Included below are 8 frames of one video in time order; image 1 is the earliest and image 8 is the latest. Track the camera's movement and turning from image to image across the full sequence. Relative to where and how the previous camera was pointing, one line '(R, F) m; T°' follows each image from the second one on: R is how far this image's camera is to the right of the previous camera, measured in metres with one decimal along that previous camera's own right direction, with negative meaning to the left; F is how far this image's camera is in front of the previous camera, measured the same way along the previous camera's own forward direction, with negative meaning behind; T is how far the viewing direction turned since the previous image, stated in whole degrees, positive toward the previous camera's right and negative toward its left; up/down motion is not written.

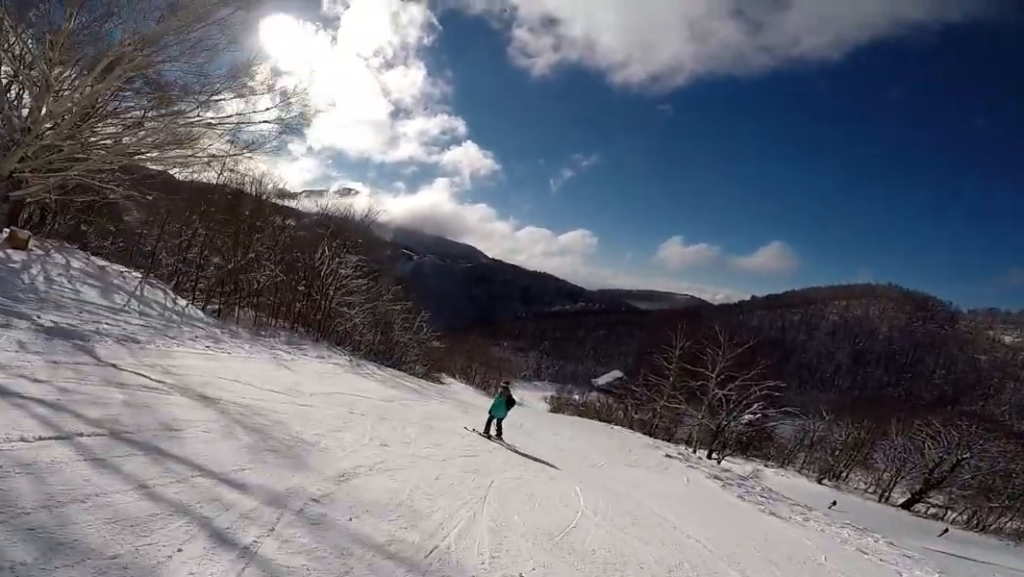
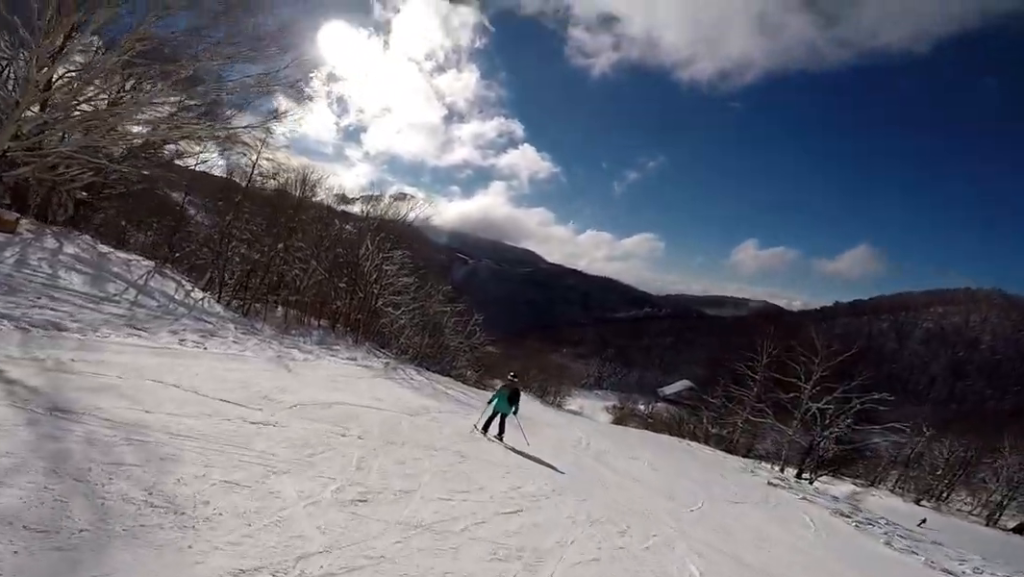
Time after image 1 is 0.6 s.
(0.0, +2.7) m; -14°
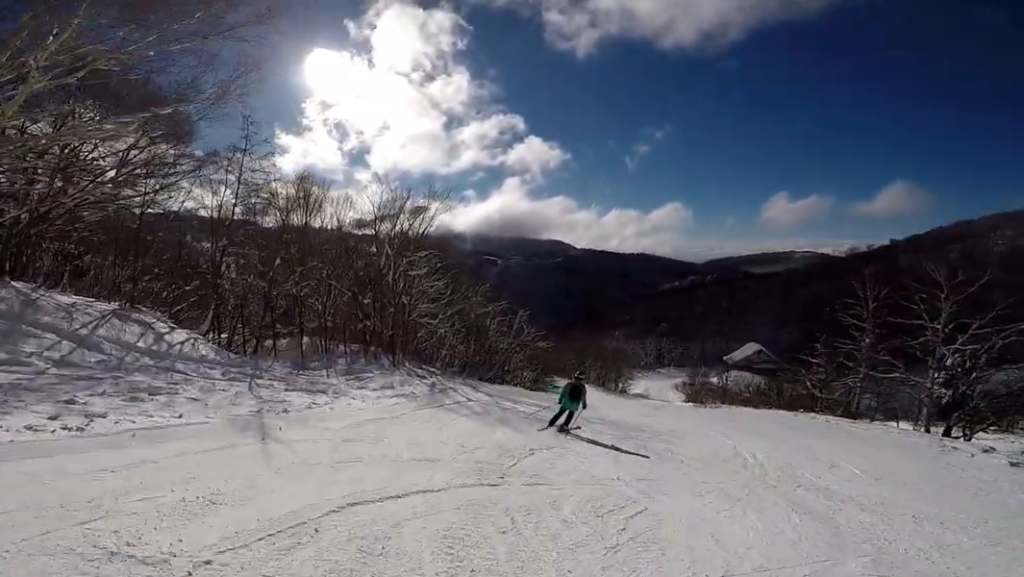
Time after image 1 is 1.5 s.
(-1.6, +4.6) m; -19°
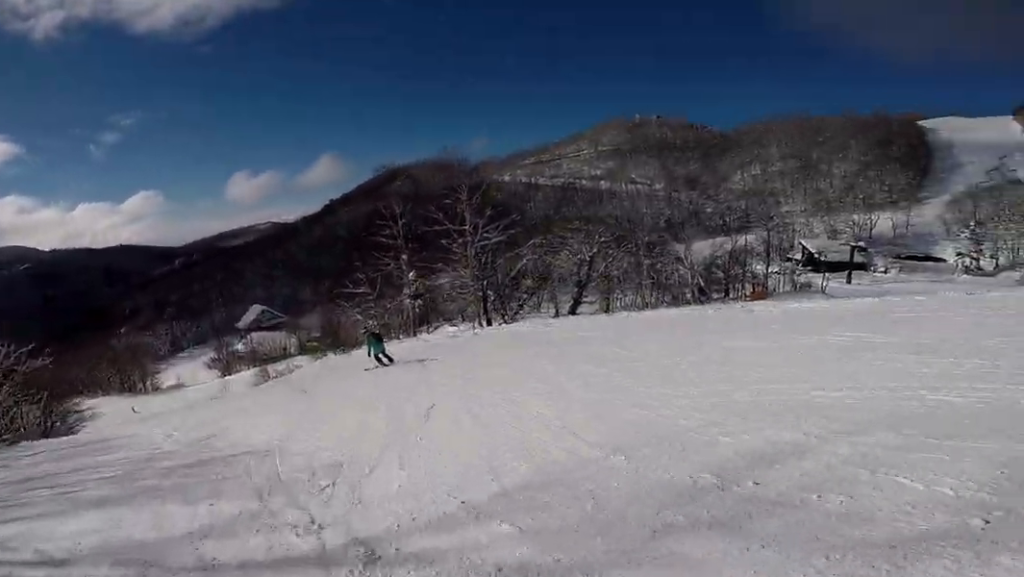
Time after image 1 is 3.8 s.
(+5.2, +11.0) m; +55°
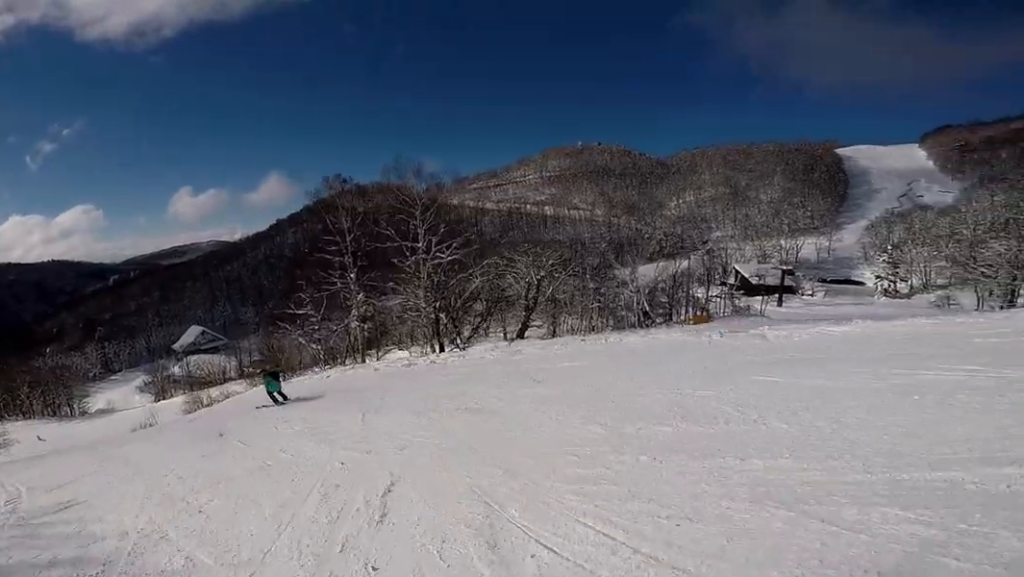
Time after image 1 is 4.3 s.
(-0.2, +2.4) m; +9°
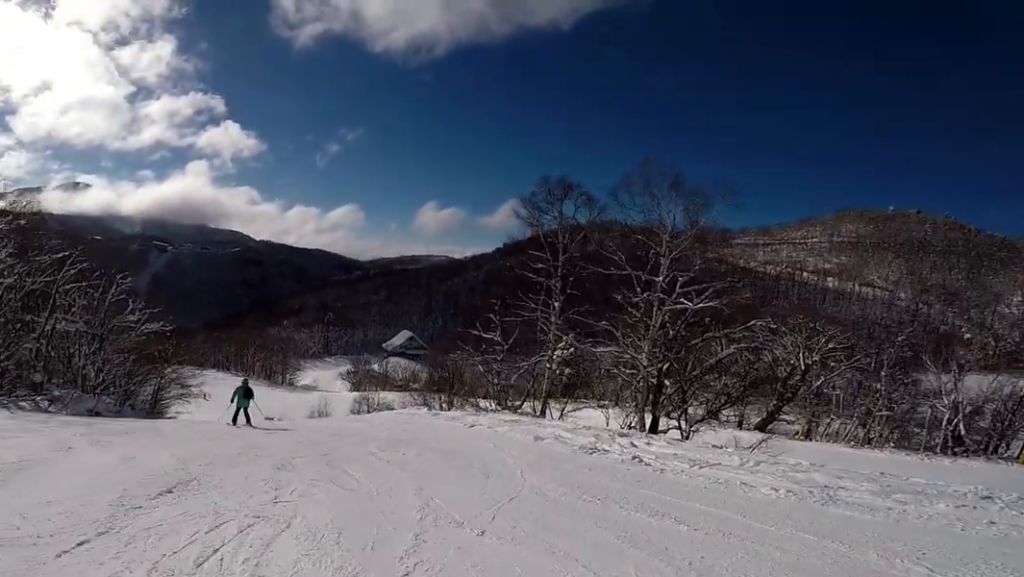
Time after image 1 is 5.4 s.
(+1.4, +5.7) m; -10°
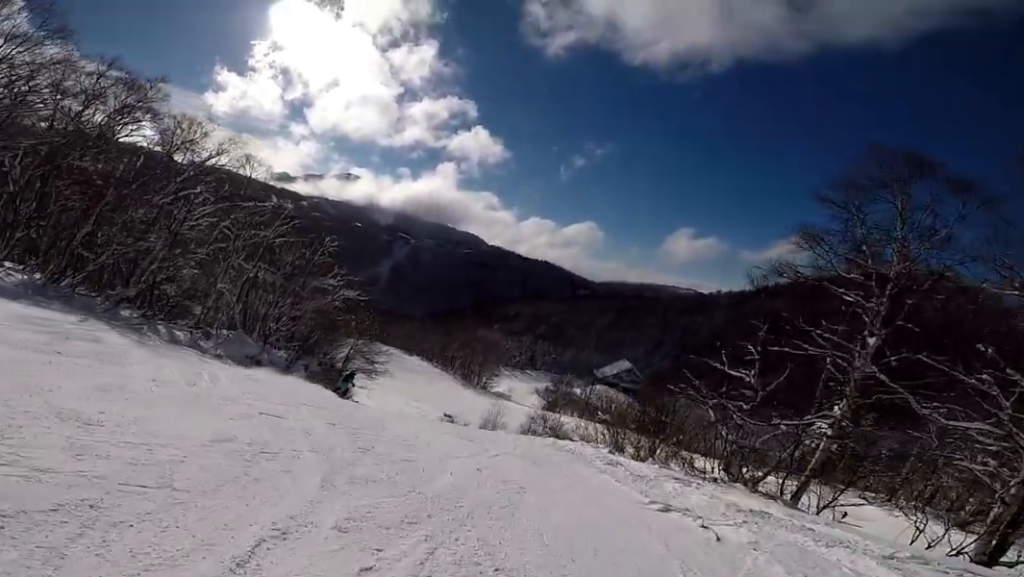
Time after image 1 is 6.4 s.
(-2.6, +5.1) m; -35°
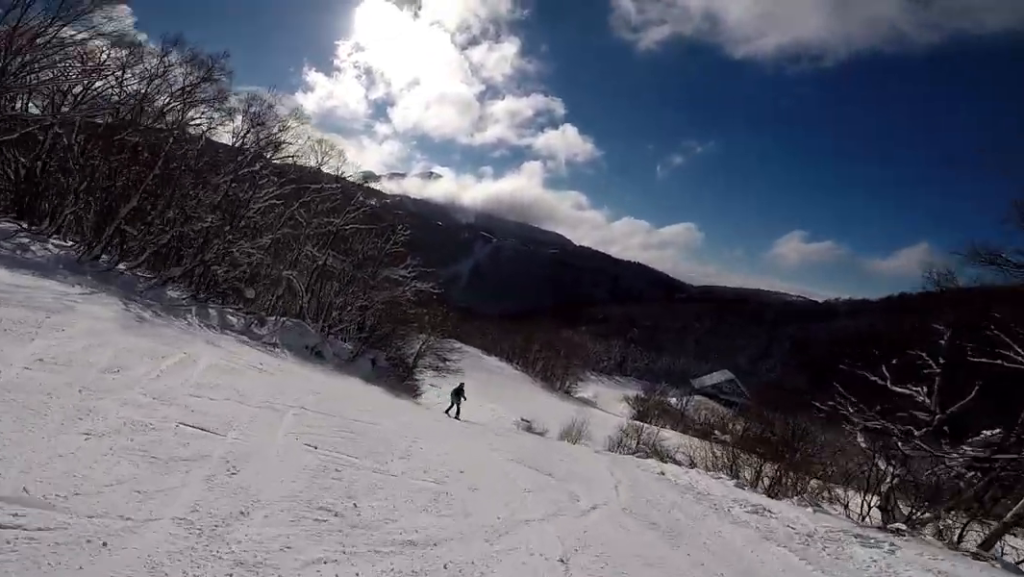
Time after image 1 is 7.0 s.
(-0.3, +2.7) m; -8°
